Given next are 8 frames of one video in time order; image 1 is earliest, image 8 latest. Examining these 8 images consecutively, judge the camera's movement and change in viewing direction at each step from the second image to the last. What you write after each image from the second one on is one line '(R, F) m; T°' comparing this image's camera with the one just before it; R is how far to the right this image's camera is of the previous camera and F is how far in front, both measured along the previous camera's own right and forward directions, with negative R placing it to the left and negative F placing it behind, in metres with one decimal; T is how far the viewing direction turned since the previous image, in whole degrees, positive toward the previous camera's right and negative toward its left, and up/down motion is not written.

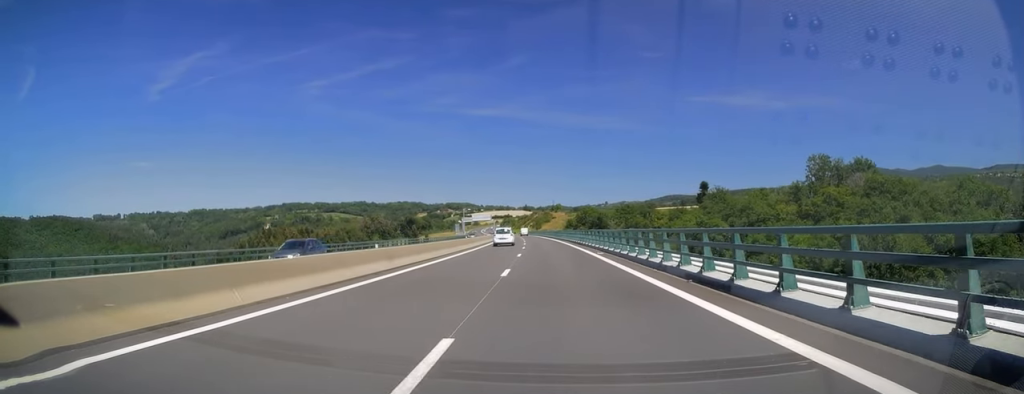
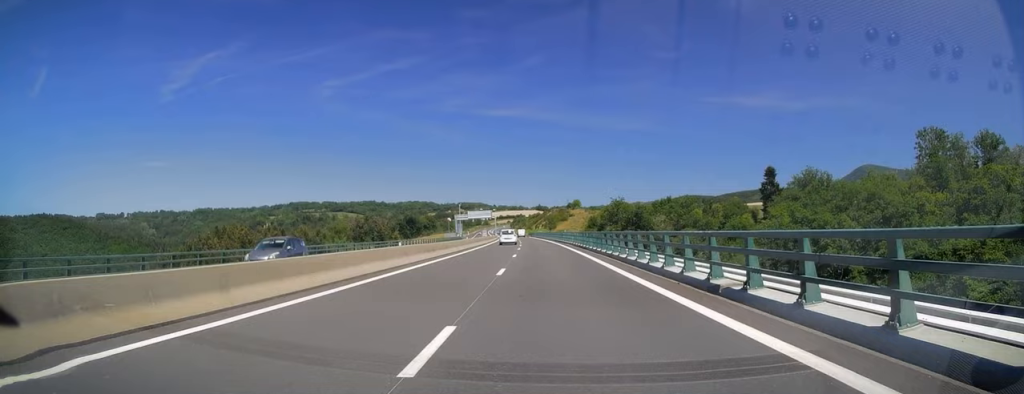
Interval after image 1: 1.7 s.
(-1.2, +51.2) m; -1°
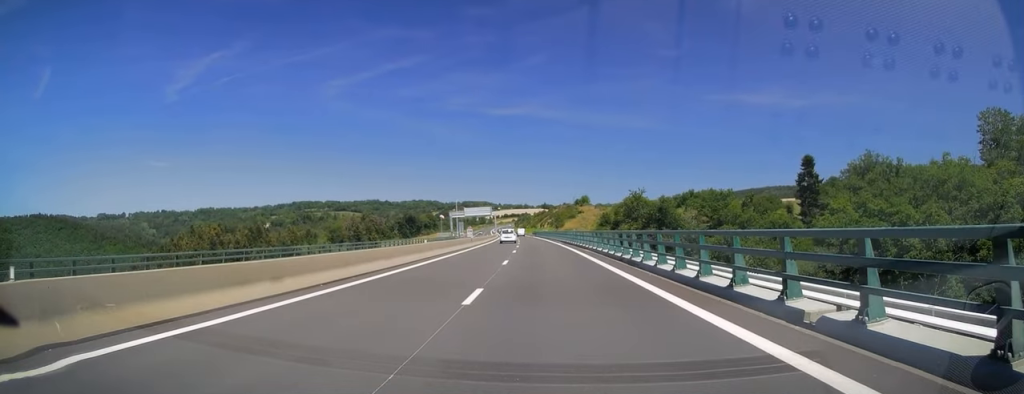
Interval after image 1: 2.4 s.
(+0.3, +20.6) m; 0°
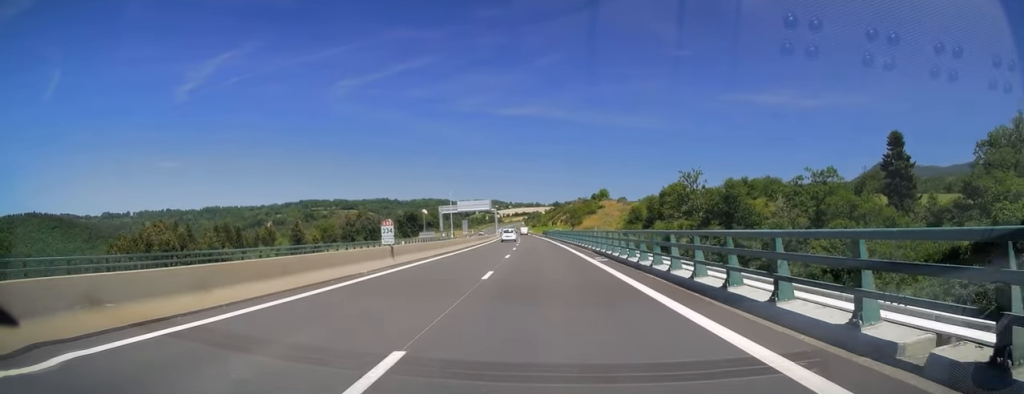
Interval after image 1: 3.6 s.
(-0.3, +33.4) m; -2°
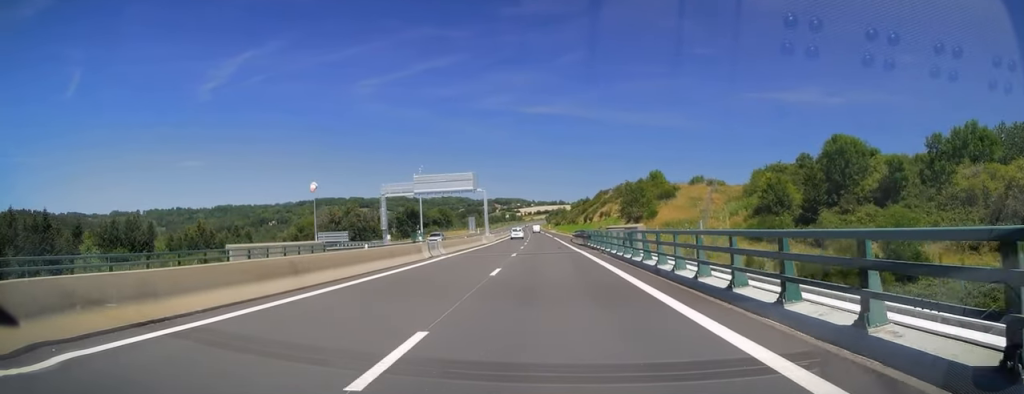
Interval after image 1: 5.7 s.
(-1.3, +64.0) m; -2°
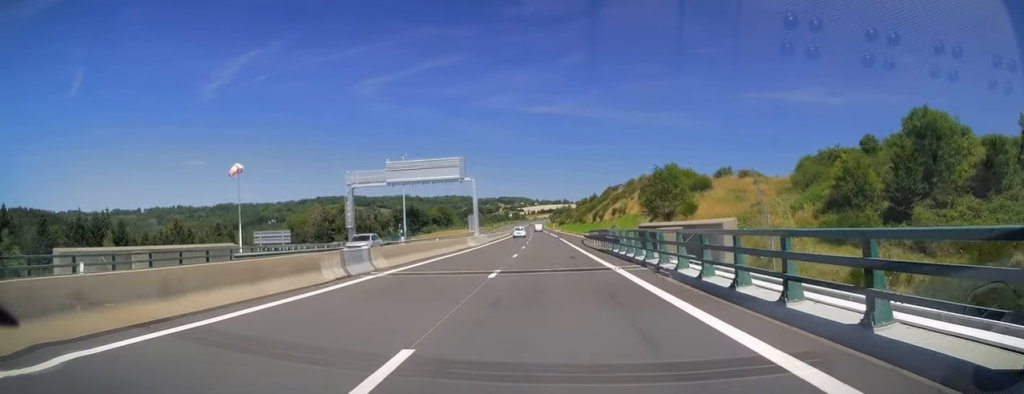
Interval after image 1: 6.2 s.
(-0.2, +14.3) m; 0°
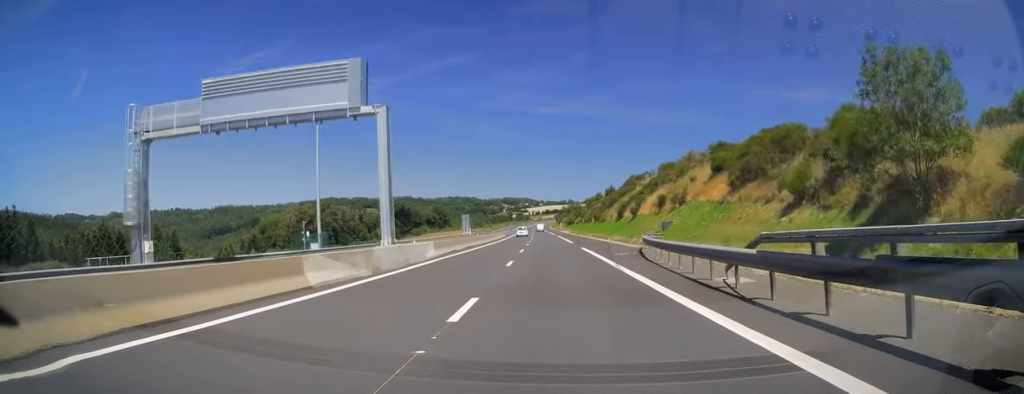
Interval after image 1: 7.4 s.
(-0.3, +34.1) m; -1°
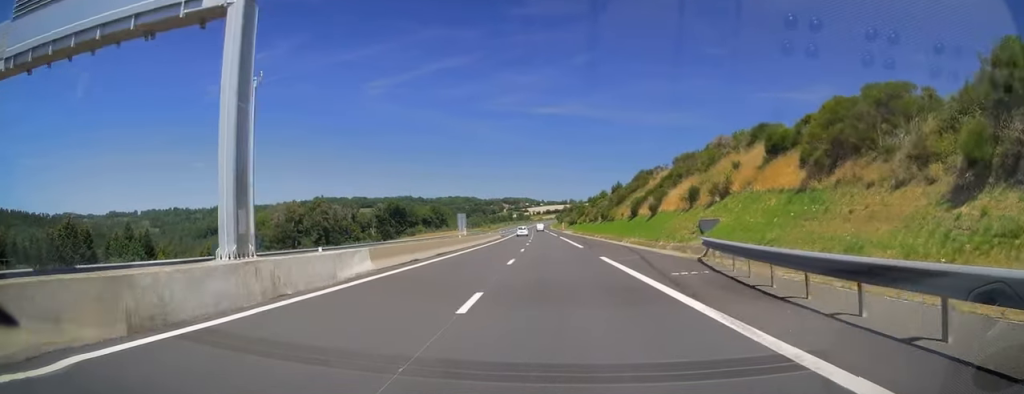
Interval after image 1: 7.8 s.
(0.0, +12.3) m; 0°
